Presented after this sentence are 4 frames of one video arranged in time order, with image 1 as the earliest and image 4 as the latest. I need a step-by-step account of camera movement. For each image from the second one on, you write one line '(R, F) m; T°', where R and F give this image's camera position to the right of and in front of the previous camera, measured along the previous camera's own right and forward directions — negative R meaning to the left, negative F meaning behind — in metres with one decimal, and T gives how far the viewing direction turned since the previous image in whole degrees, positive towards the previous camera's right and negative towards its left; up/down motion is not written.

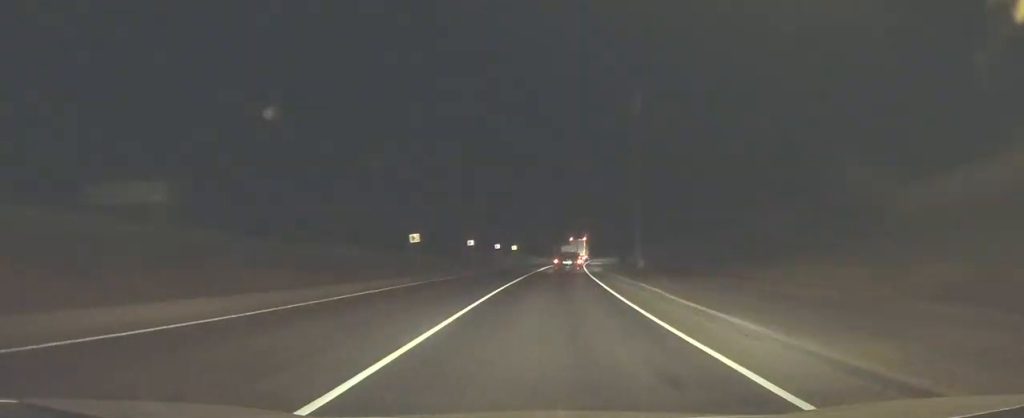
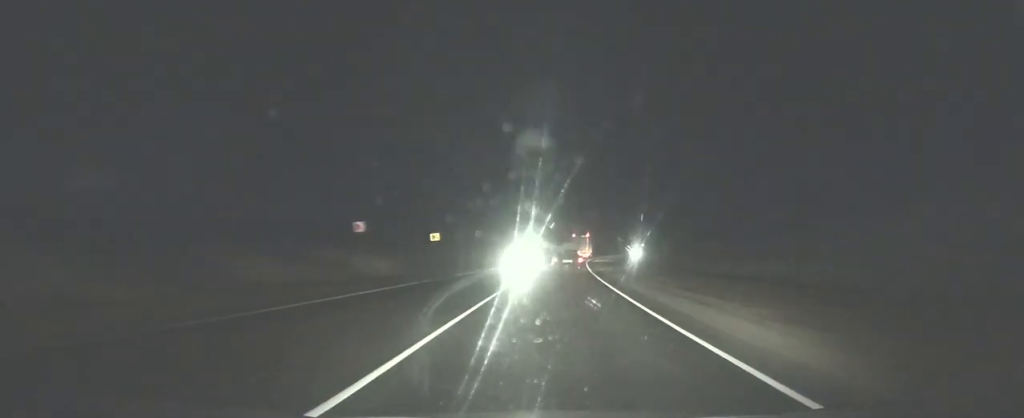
(+1.8, +55.8) m; +4°
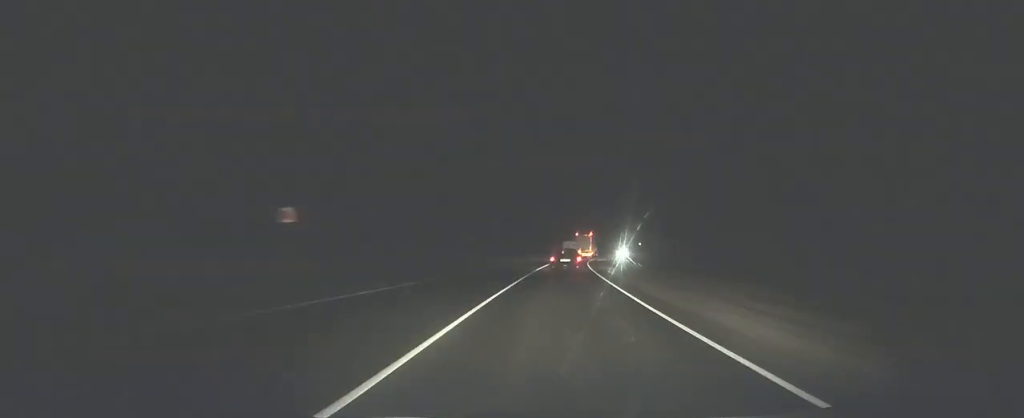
(0.0, +28.0) m; +2°
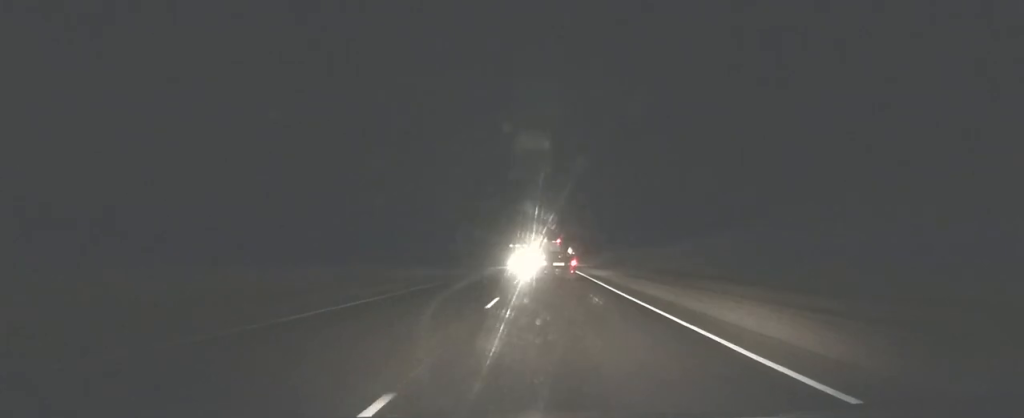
(+47.1, +352.0) m; +11°
